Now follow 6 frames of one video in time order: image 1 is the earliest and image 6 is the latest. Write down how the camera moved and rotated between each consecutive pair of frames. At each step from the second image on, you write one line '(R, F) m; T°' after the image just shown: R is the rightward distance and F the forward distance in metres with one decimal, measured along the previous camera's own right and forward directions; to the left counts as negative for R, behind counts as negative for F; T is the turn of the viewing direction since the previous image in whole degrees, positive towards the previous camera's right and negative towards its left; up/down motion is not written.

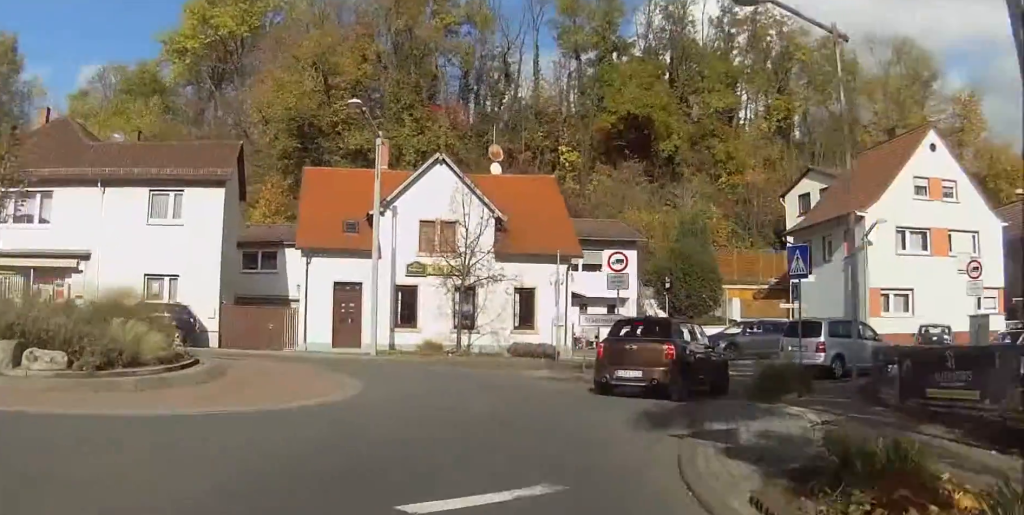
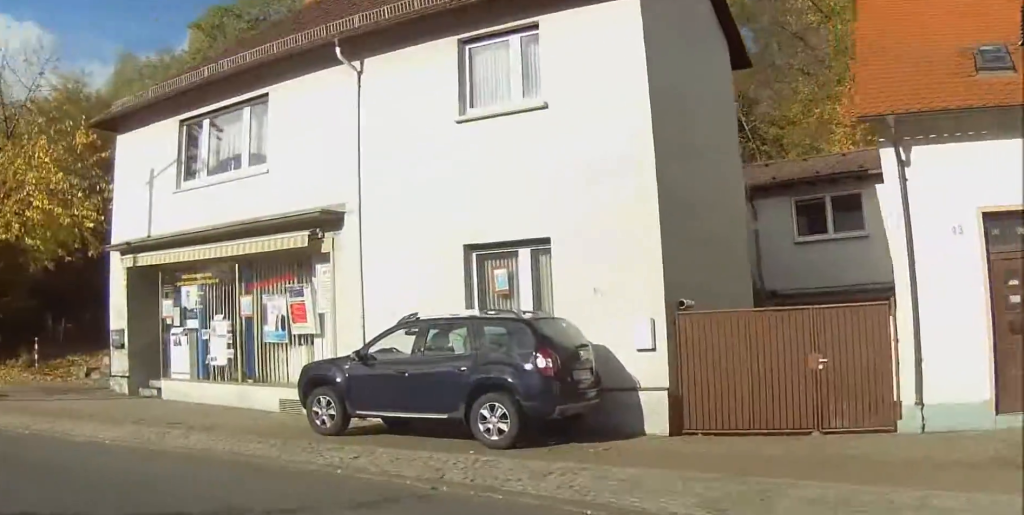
(-3.3, +21.8) m; -45°
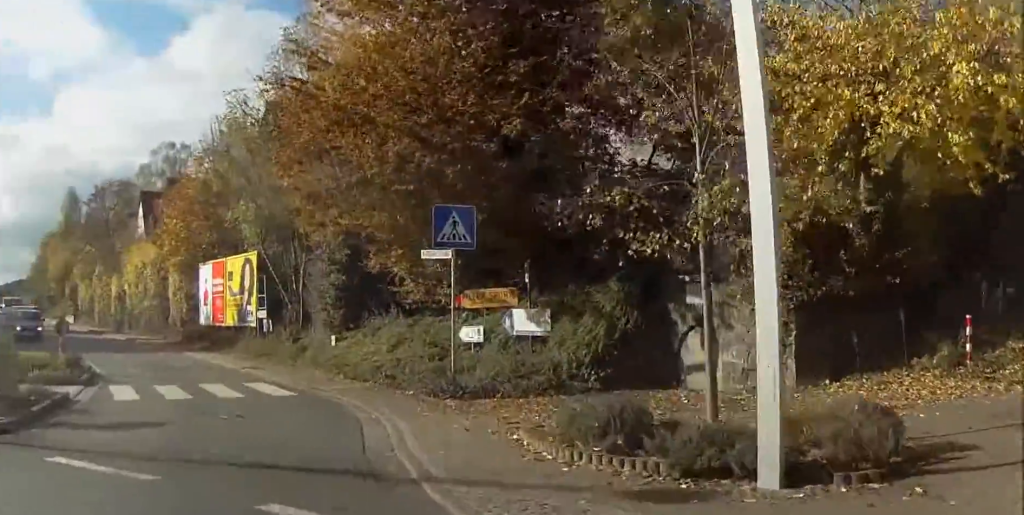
(-6.1, +6.8) m; -56°
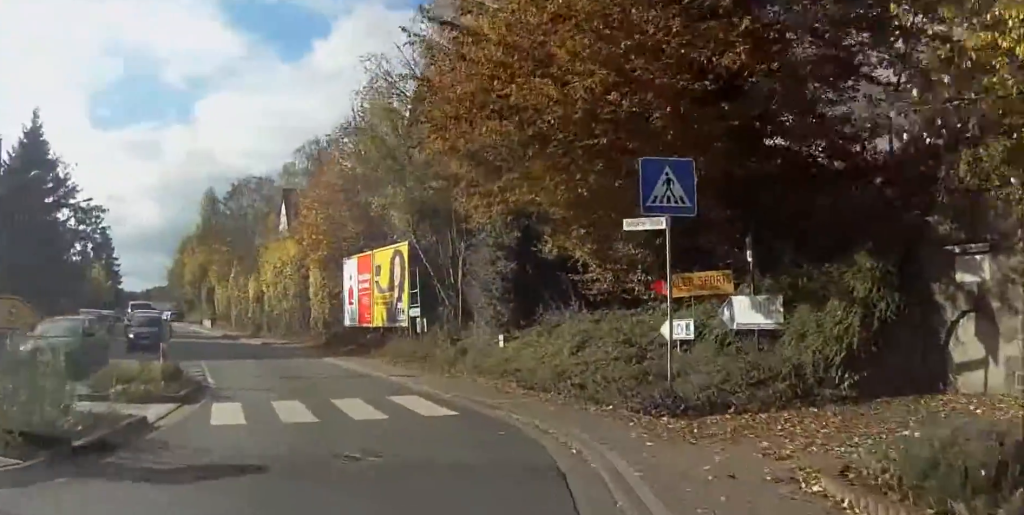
(-0.1, +2.7) m; -5°
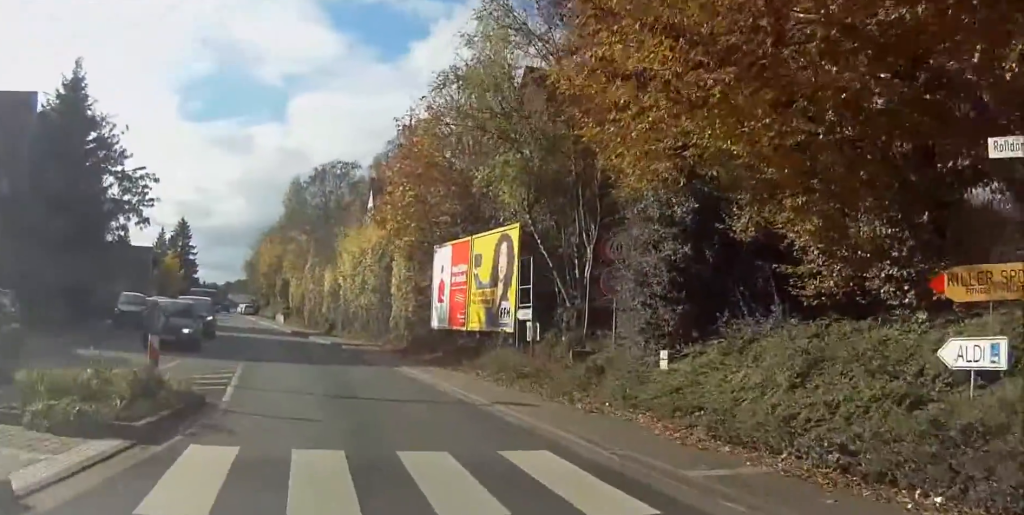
(-0.2, +4.1) m; -7°
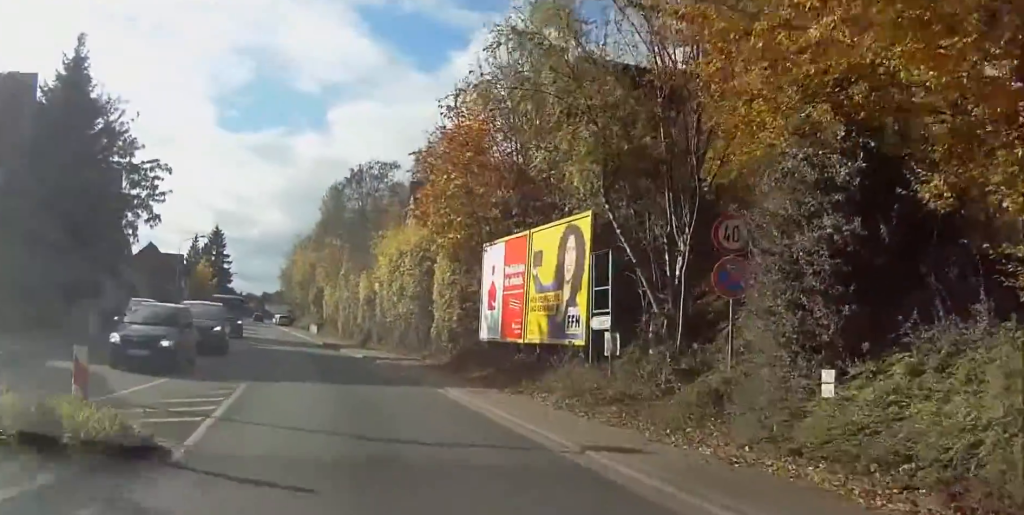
(-0.1, +2.6) m; -5°
